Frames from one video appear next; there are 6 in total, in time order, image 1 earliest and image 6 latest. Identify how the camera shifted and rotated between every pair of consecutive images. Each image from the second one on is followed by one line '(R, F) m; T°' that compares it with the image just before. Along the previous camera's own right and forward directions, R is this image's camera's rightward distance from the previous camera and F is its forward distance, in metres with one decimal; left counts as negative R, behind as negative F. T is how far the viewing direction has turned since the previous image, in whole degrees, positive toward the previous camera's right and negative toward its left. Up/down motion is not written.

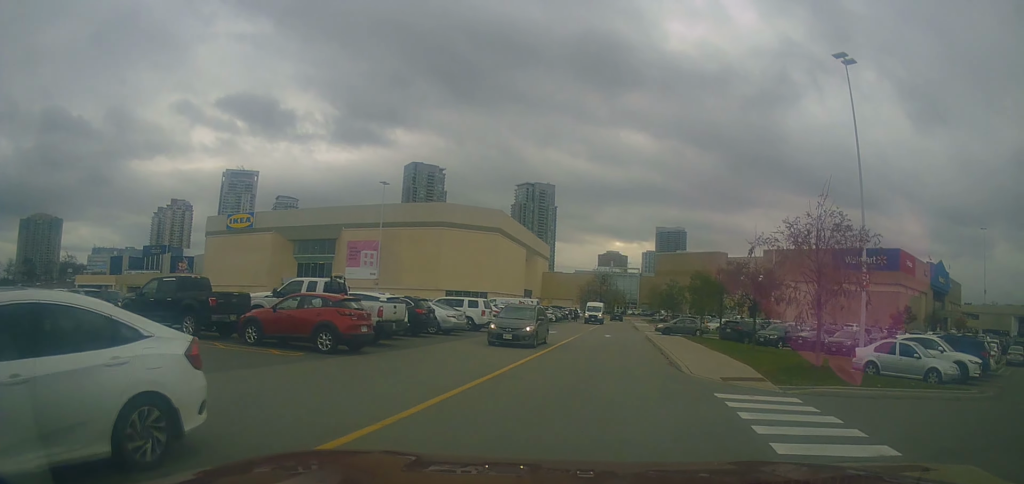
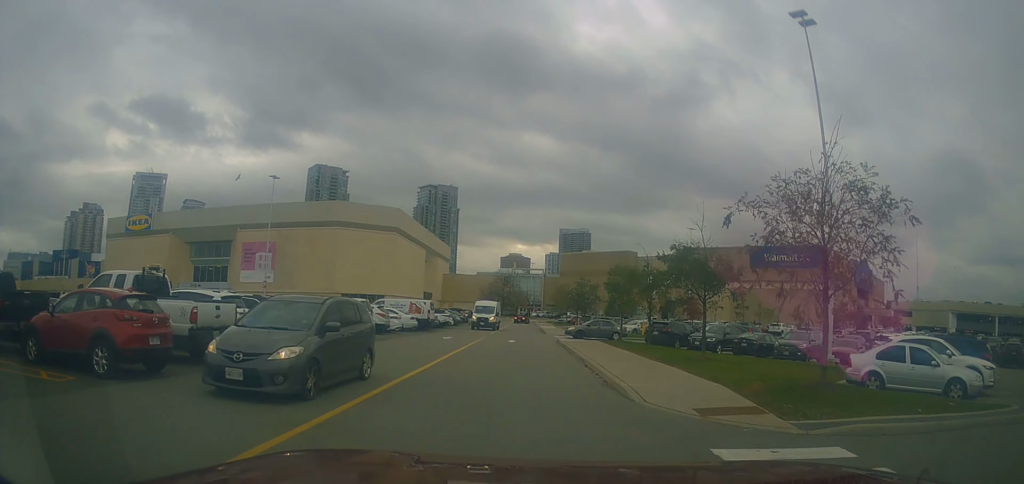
(+0.5, +5.5) m; +5°
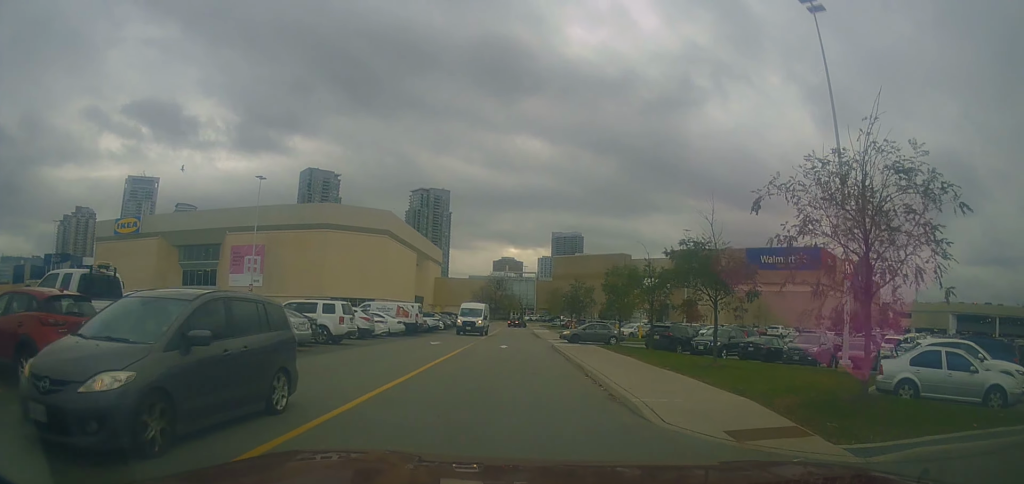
(0.0, +1.7) m; 0°
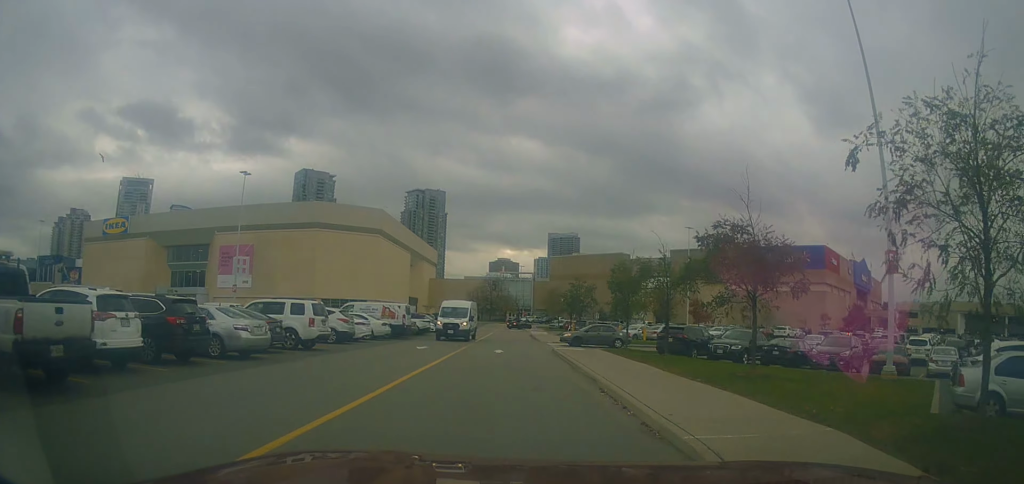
(0.0, +2.8) m; 0°
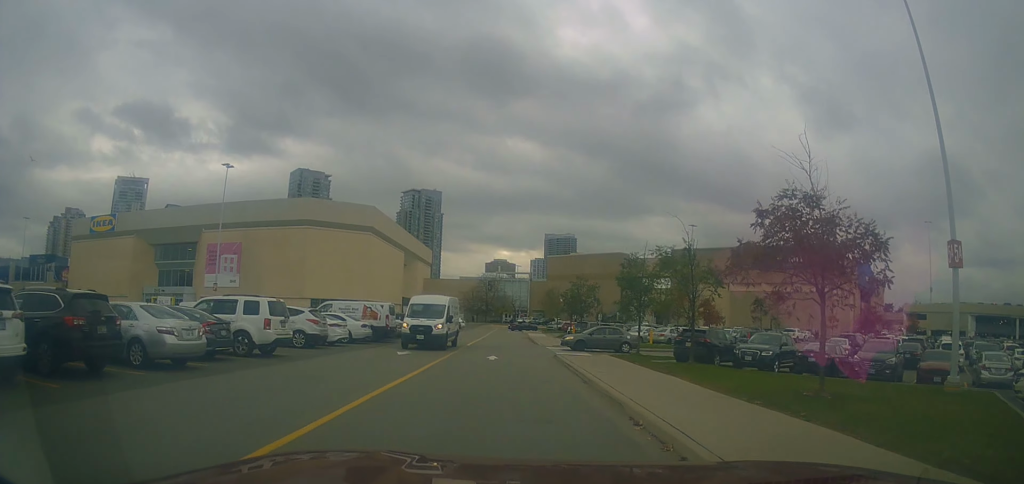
(0.0, +3.4) m; -2°
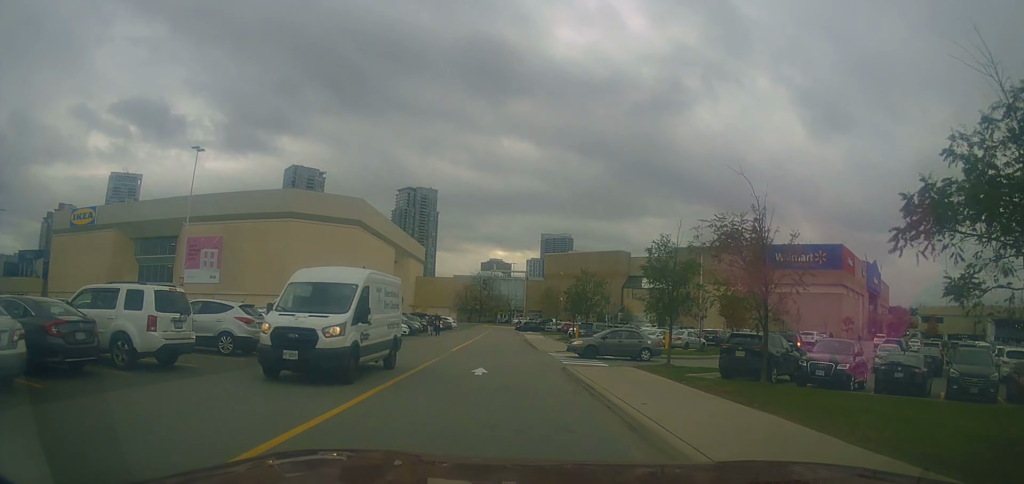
(-0.2, +5.4) m; +5°
